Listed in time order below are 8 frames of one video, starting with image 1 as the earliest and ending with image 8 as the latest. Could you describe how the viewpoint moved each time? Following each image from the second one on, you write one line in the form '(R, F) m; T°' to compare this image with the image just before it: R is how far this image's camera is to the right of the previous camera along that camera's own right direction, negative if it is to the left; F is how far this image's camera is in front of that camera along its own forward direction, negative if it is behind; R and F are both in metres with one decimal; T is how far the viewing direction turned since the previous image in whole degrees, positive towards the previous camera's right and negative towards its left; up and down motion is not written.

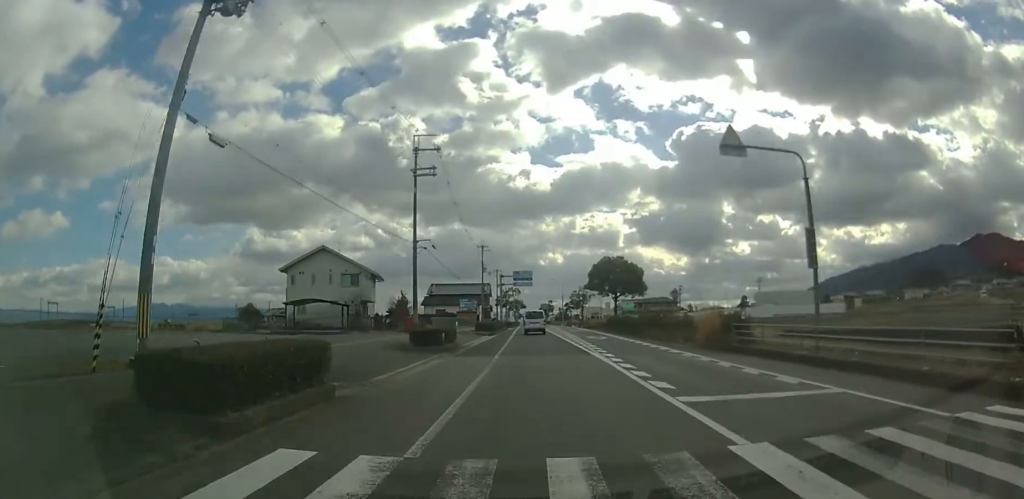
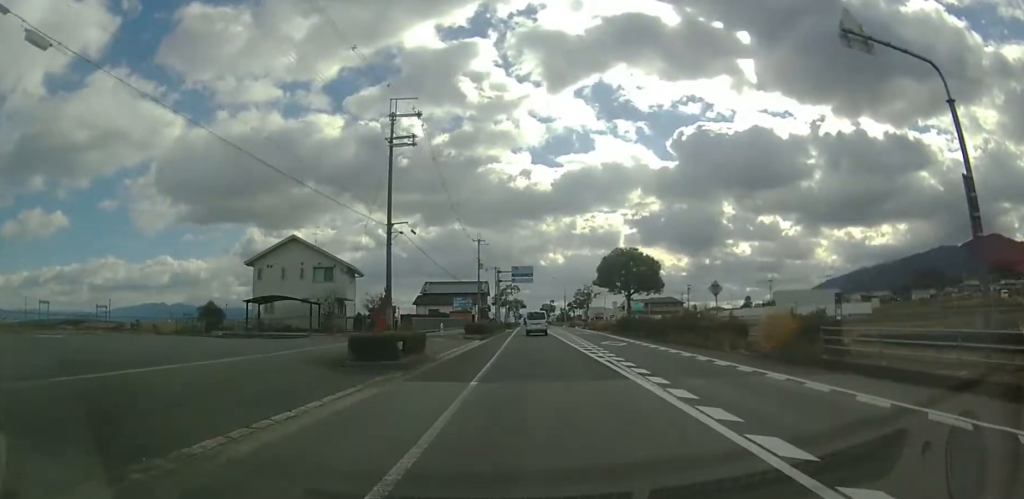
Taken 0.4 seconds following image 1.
(0.0, +7.0) m; 0°
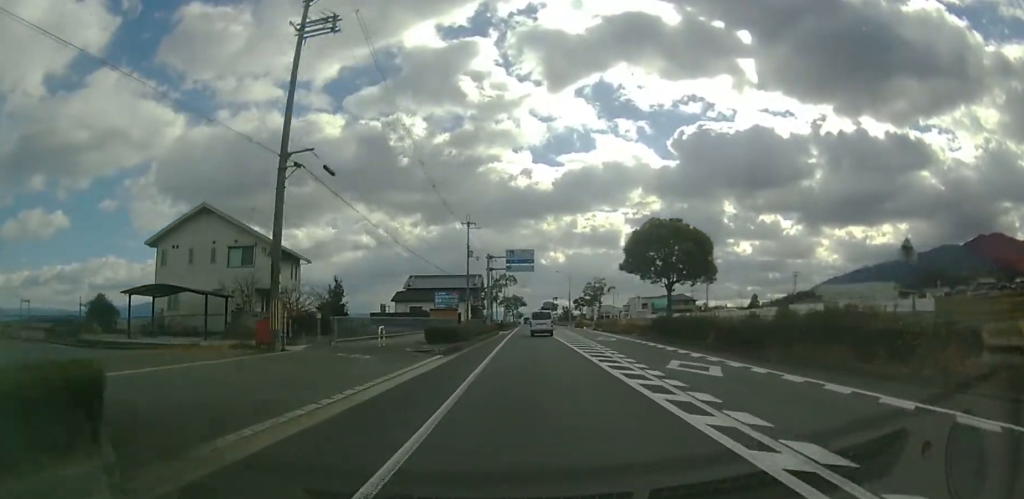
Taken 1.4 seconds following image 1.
(0.0, +15.0) m; 0°
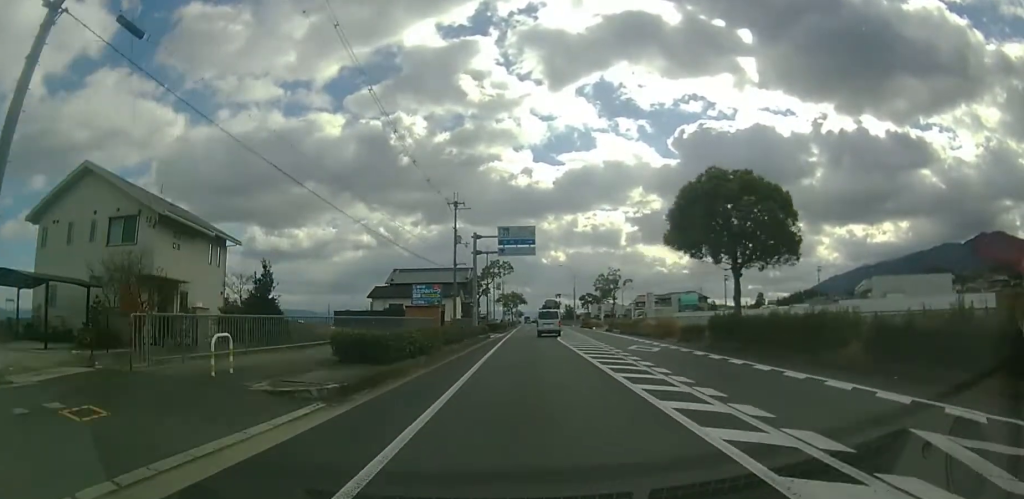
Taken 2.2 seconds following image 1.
(0.0, +11.7) m; 0°
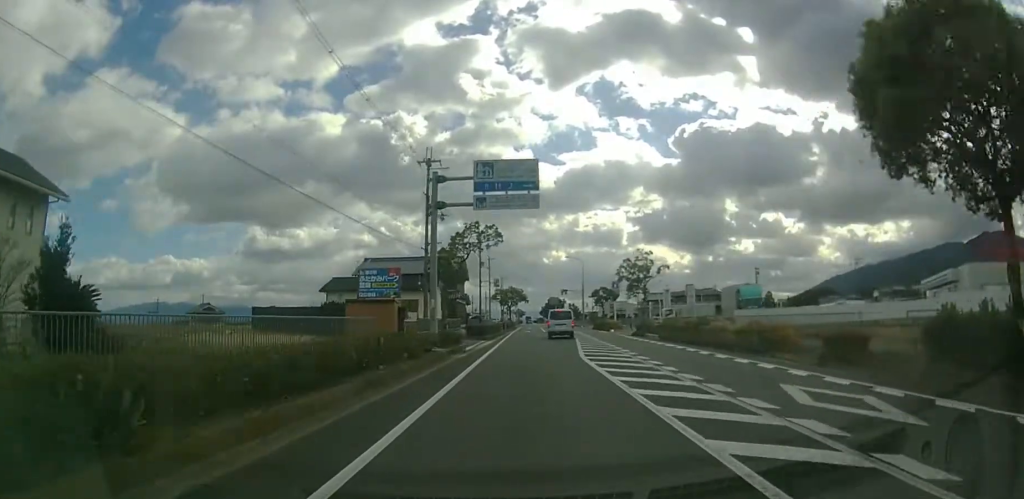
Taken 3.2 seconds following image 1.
(0.0, +15.7) m; 0°
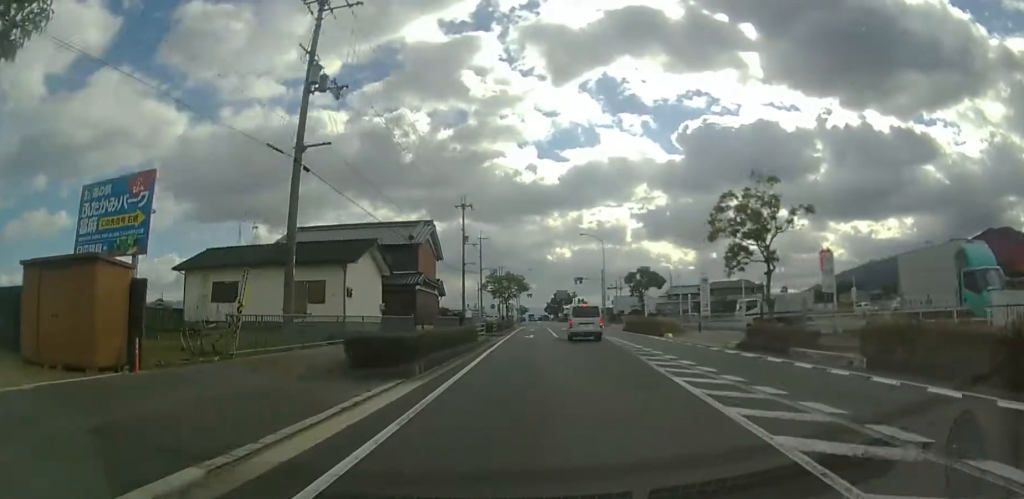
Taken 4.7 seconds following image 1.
(0.0, +22.8) m; 0°
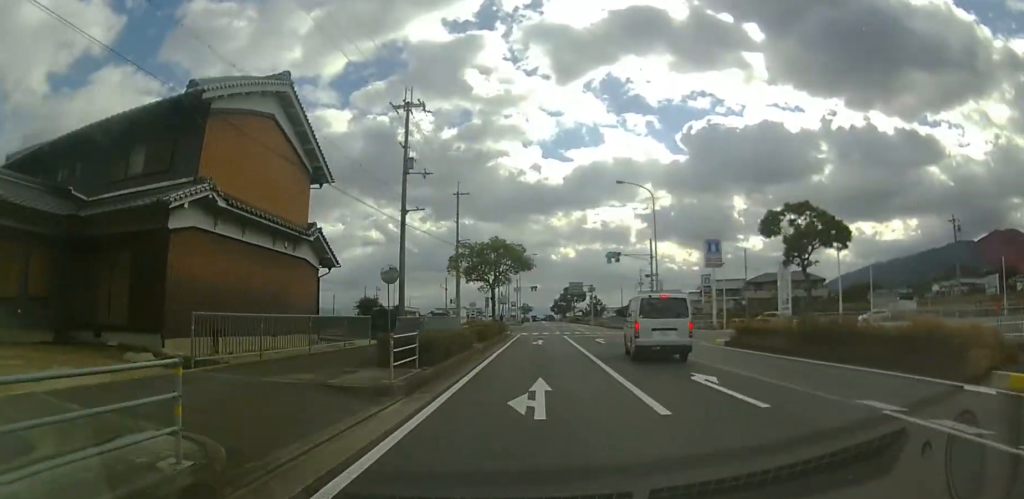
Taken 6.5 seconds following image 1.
(+0.1, +27.4) m; 0°
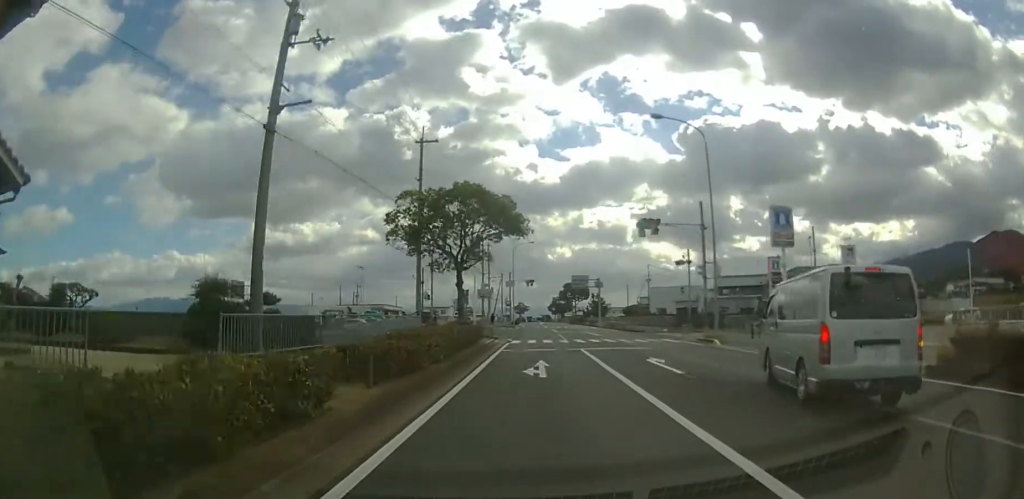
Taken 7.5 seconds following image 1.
(0.0, +15.0) m; 0°
